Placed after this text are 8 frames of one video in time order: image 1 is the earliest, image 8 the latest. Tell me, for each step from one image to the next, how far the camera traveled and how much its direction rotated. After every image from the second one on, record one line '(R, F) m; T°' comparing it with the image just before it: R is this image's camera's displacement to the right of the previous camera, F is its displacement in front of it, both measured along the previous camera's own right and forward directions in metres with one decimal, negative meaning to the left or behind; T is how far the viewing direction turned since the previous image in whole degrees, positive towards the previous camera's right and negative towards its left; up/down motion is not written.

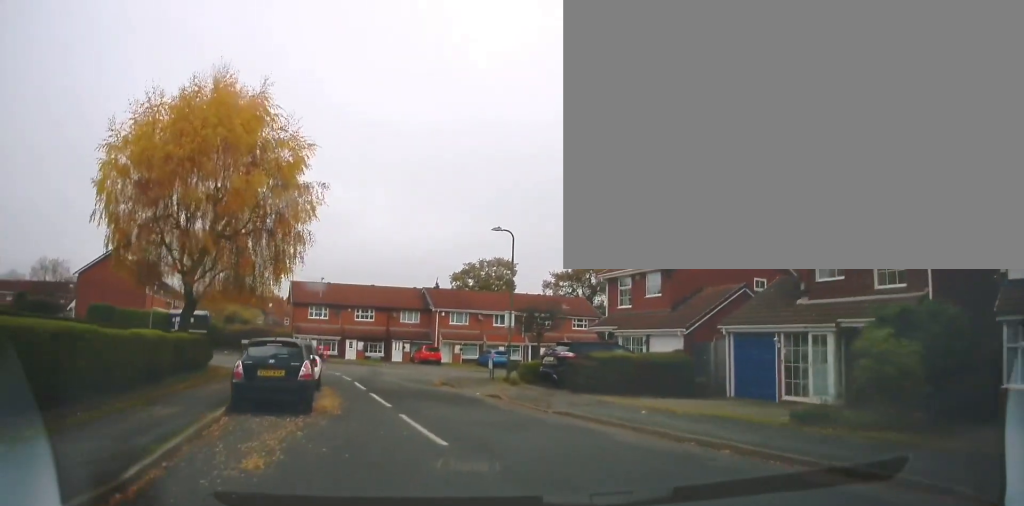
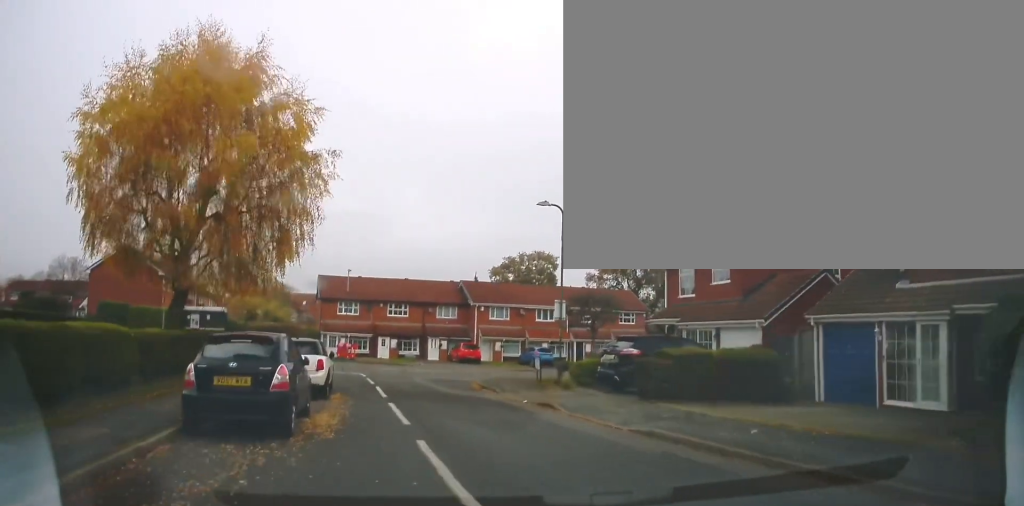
(+0.1, +3.4) m; -3°
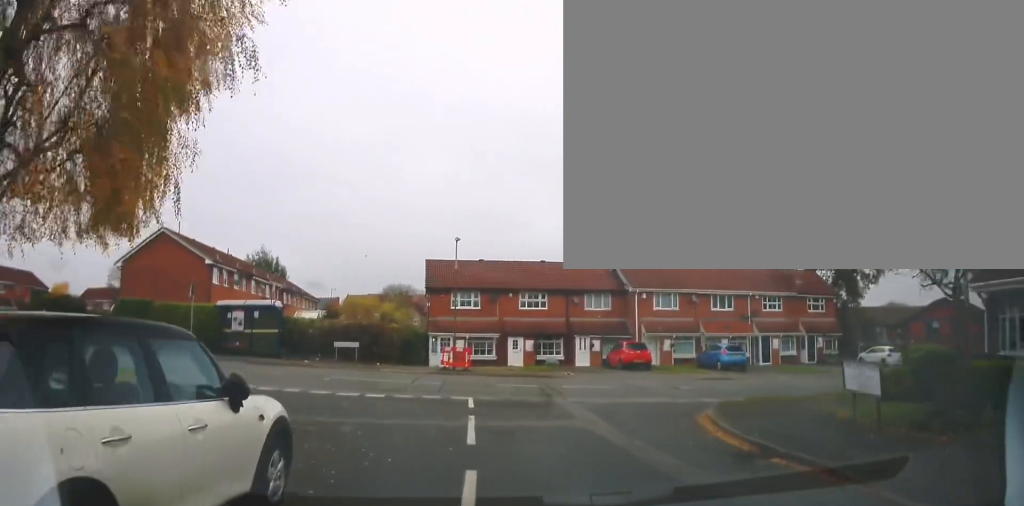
(-2.2, +12.6) m; -15°
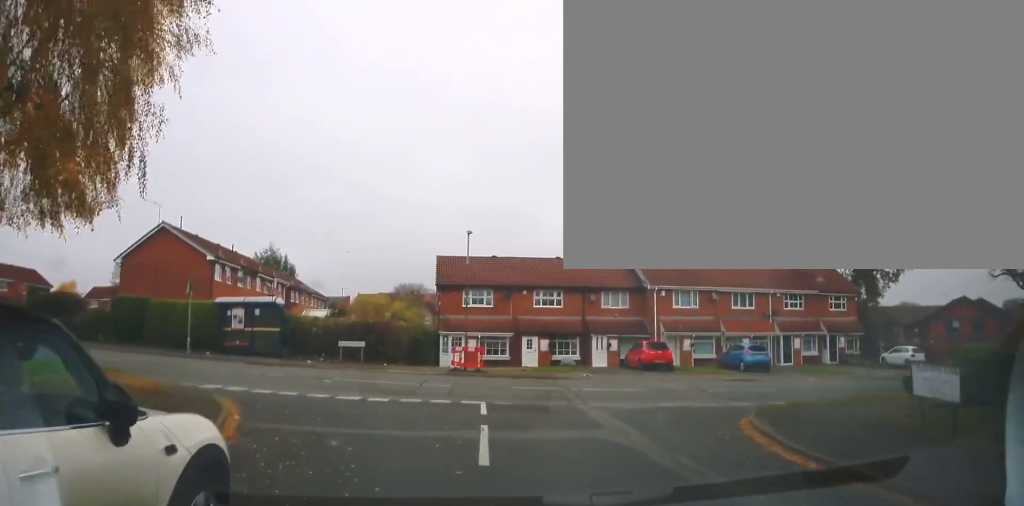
(0.0, +1.6) m; +1°
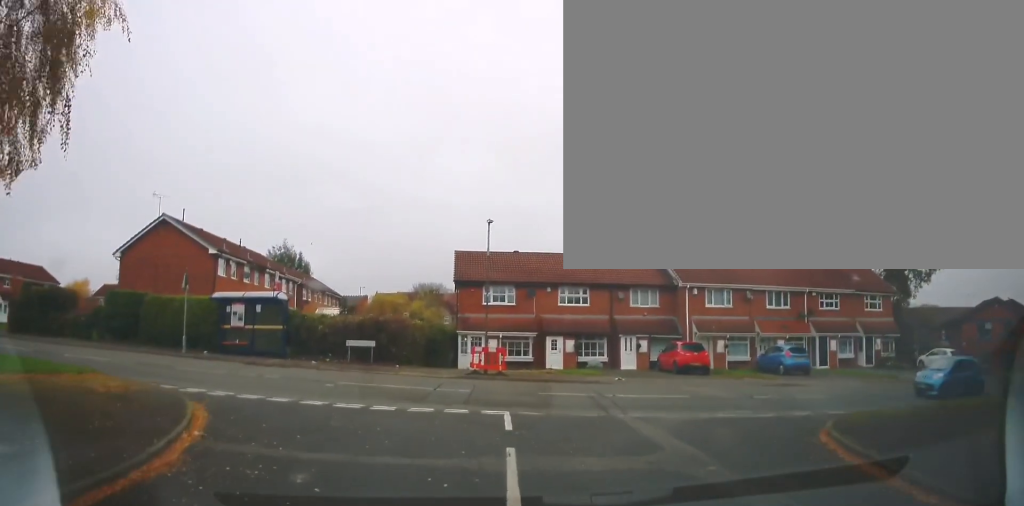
(0.0, +2.6) m; 0°
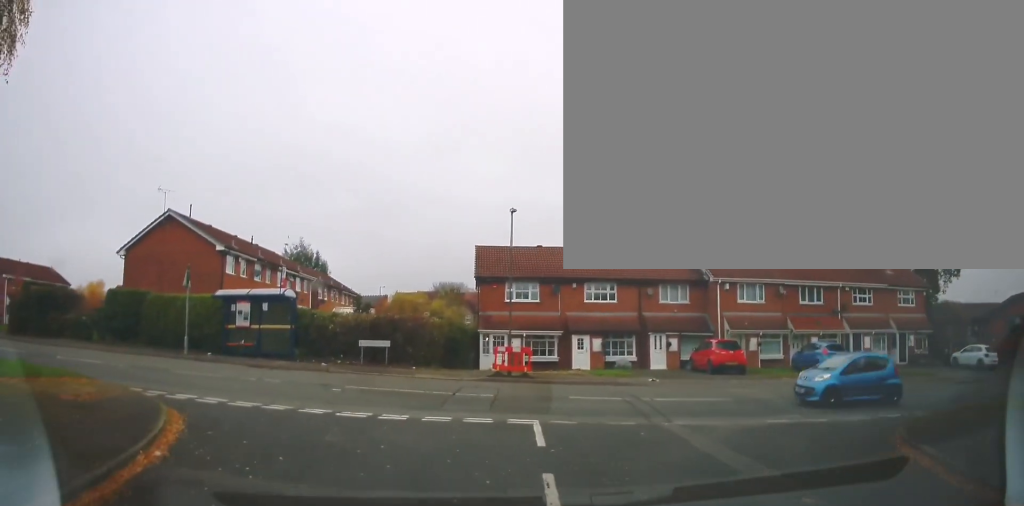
(+0.1, +1.7) m; -5°
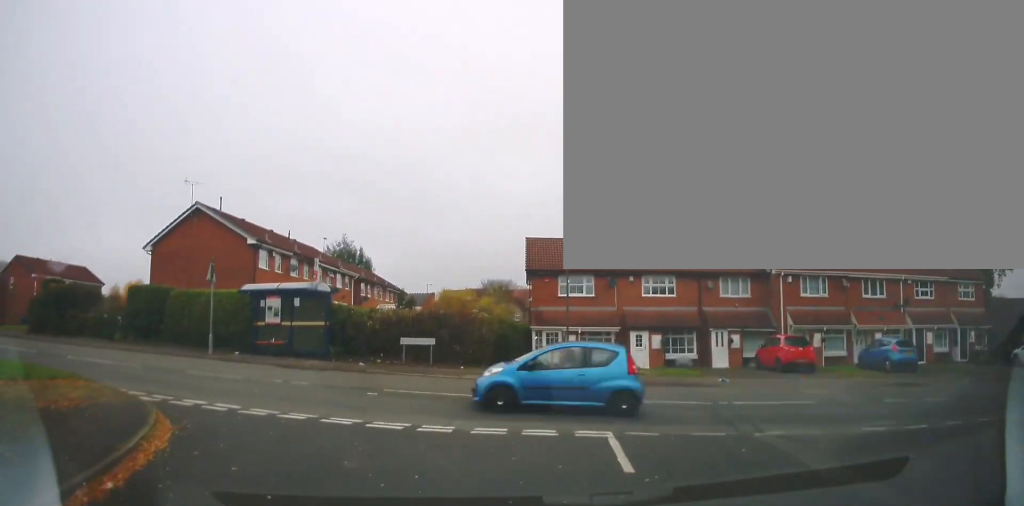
(-0.1, +2.0) m; -9°
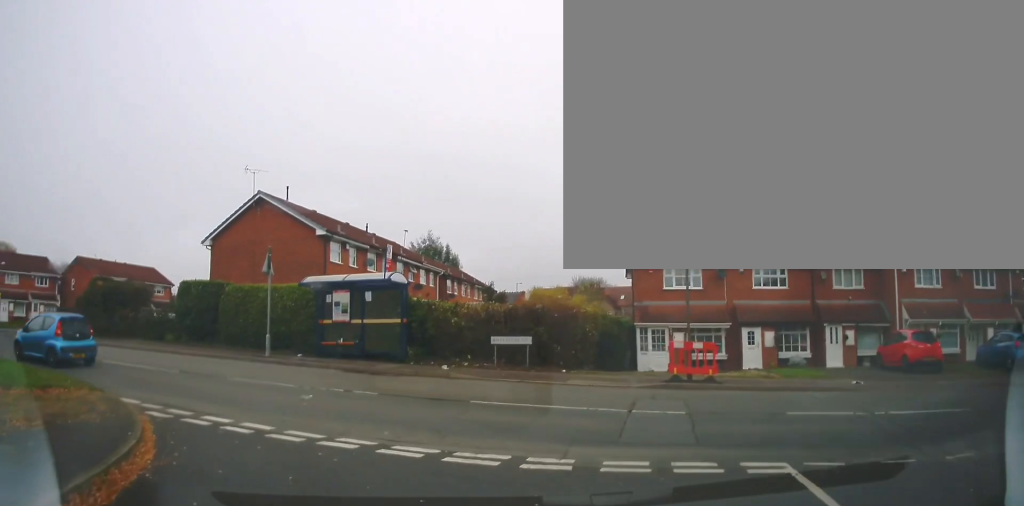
(-0.6, +2.9) m; -12°
